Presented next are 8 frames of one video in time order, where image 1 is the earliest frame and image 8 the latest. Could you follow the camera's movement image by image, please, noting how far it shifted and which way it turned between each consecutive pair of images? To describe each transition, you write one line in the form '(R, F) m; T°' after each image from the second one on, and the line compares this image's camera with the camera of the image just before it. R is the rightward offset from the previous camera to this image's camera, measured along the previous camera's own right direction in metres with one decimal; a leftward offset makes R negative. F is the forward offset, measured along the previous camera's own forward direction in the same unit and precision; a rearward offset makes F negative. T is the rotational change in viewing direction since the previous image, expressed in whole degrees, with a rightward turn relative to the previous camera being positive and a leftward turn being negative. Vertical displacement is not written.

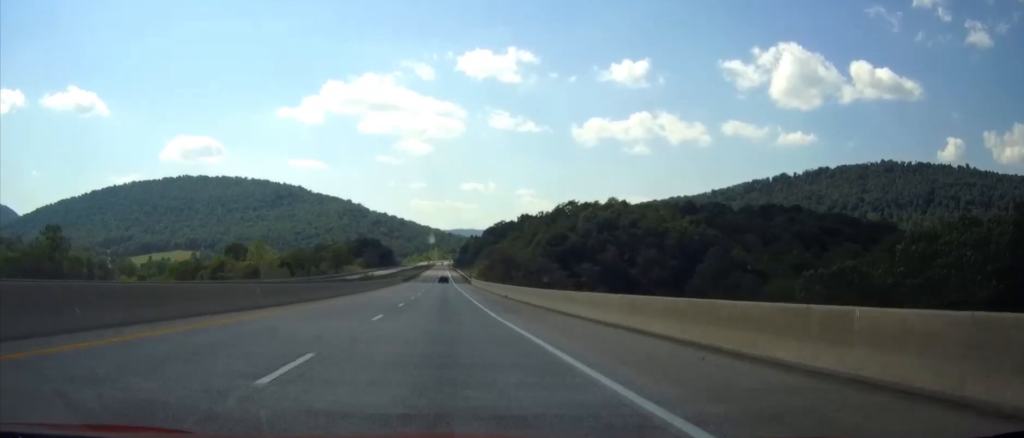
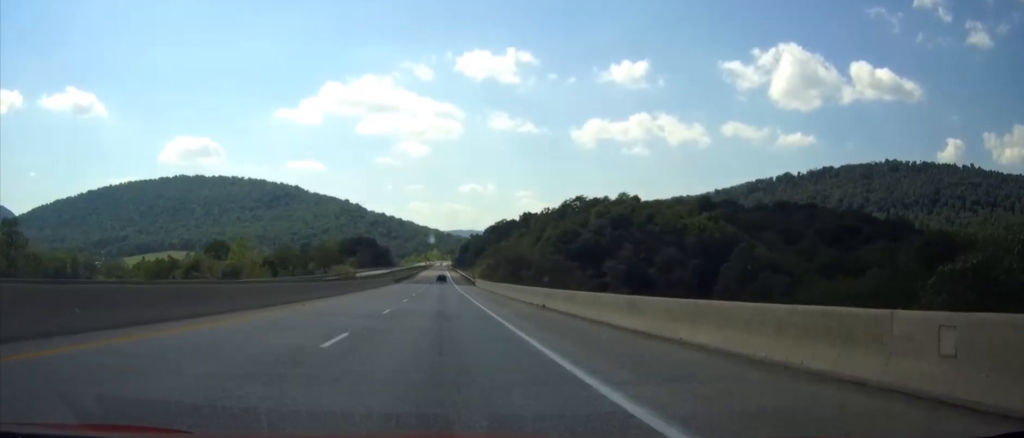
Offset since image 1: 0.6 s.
(0.0, +20.4) m; 0°
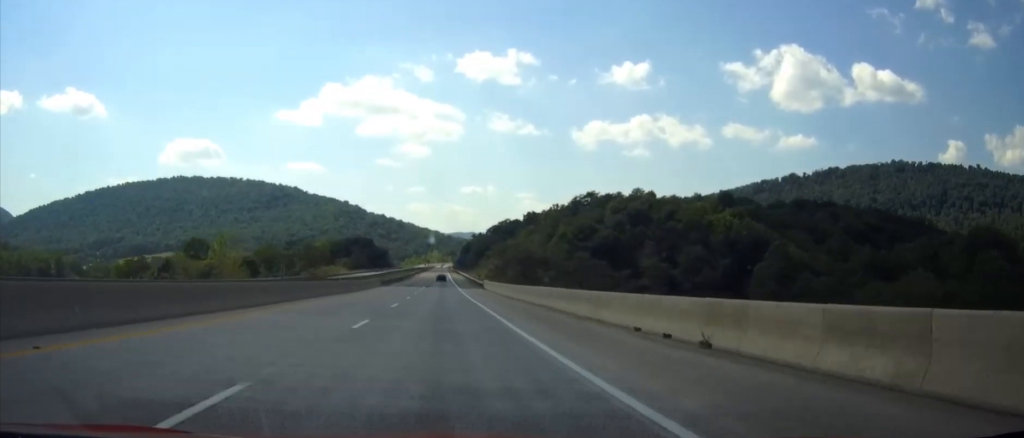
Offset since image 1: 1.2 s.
(0.0, +20.3) m; 0°
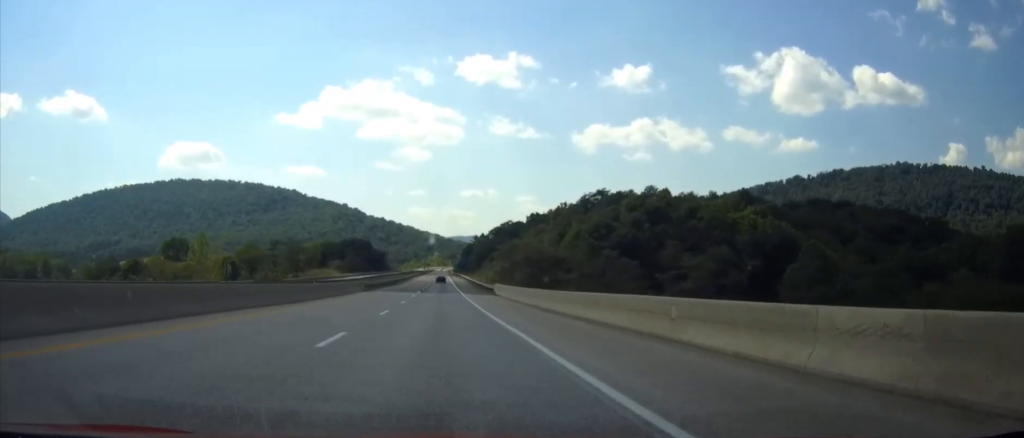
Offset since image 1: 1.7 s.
(-0.1, +16.9) m; 0°
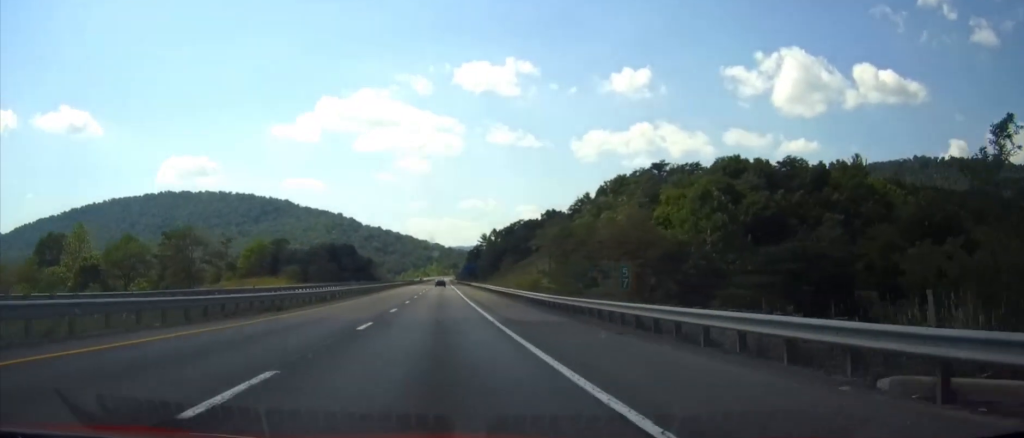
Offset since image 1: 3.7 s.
(-0.1, +67.5) m; 0°
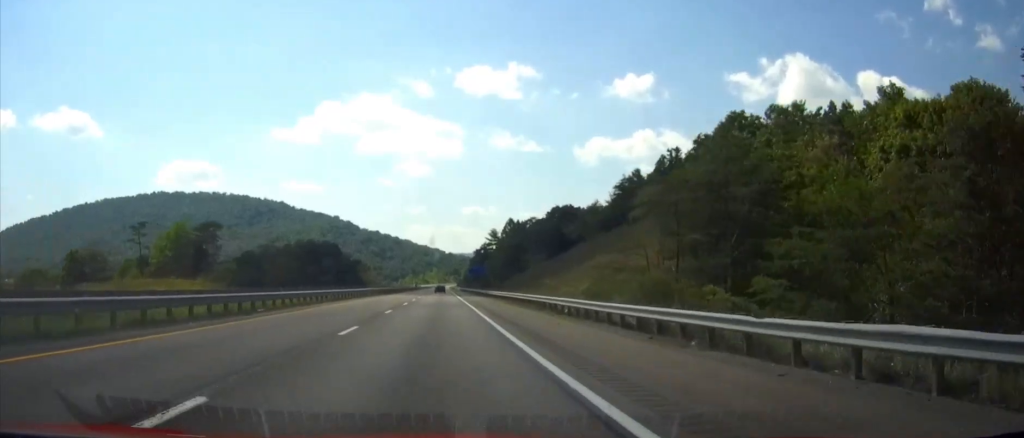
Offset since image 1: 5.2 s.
(-0.2, +50.5) m; 0°
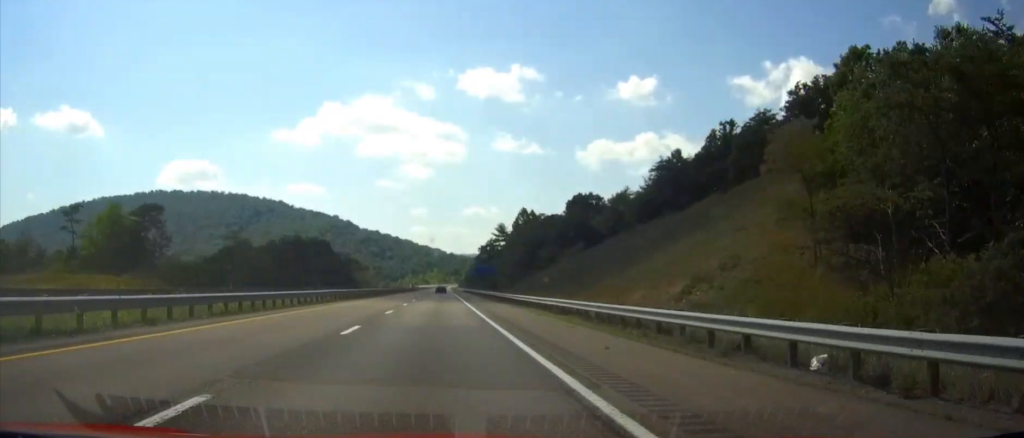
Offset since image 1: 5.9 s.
(0.0, +24.7) m; 0°
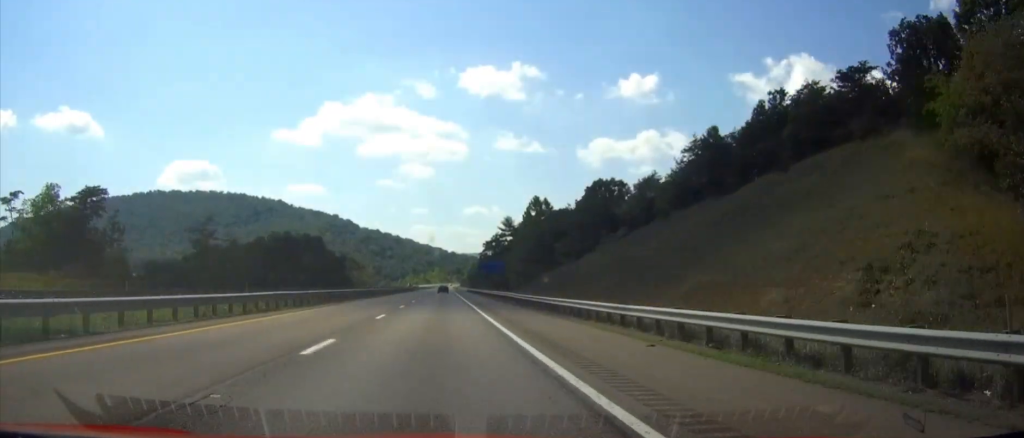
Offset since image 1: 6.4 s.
(0.0, +16.8) m; 0°
